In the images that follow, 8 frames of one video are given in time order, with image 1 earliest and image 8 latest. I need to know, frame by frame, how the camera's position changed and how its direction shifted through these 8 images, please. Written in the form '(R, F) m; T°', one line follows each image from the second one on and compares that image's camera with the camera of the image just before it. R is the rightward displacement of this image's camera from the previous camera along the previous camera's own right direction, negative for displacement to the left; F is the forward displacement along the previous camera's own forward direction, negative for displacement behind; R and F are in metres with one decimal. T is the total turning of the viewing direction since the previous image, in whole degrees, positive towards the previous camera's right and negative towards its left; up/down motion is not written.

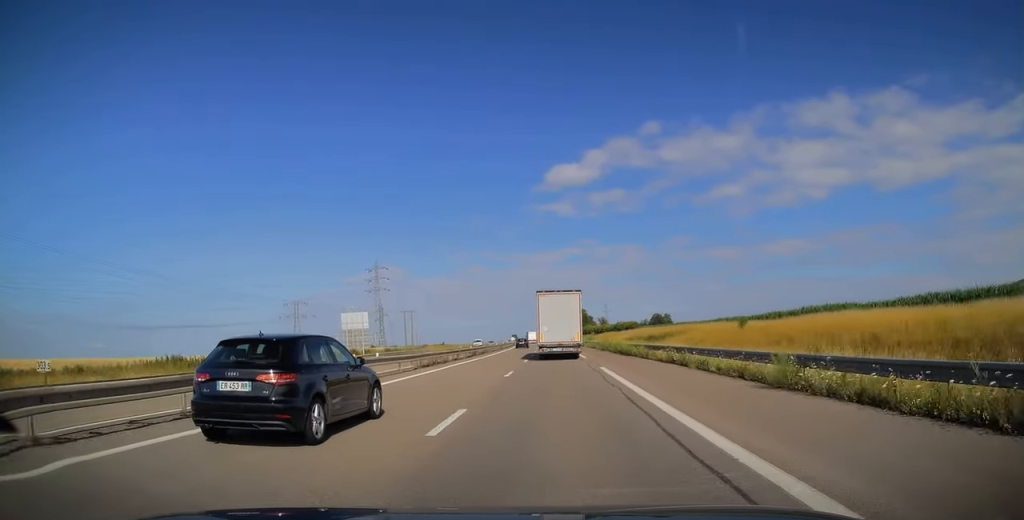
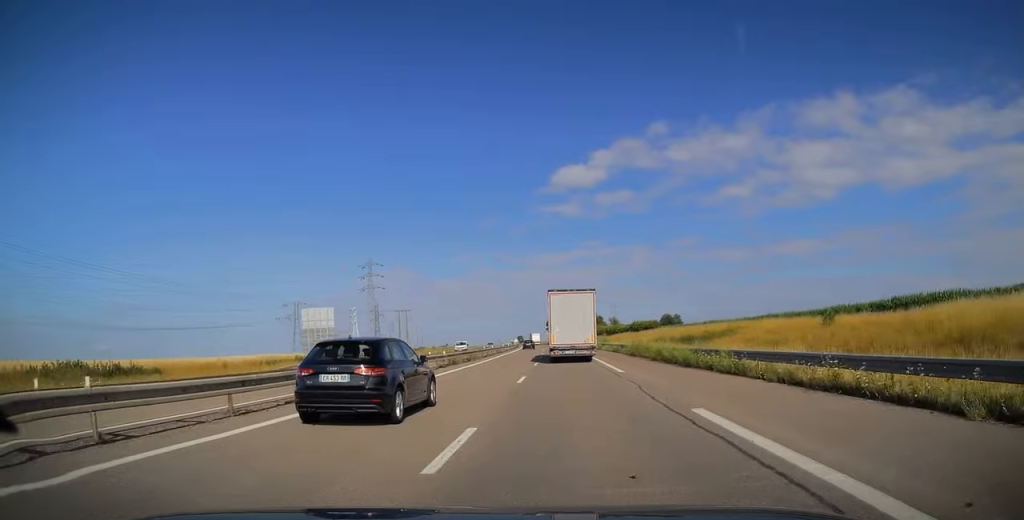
(+0.1, +15.1) m; -1°
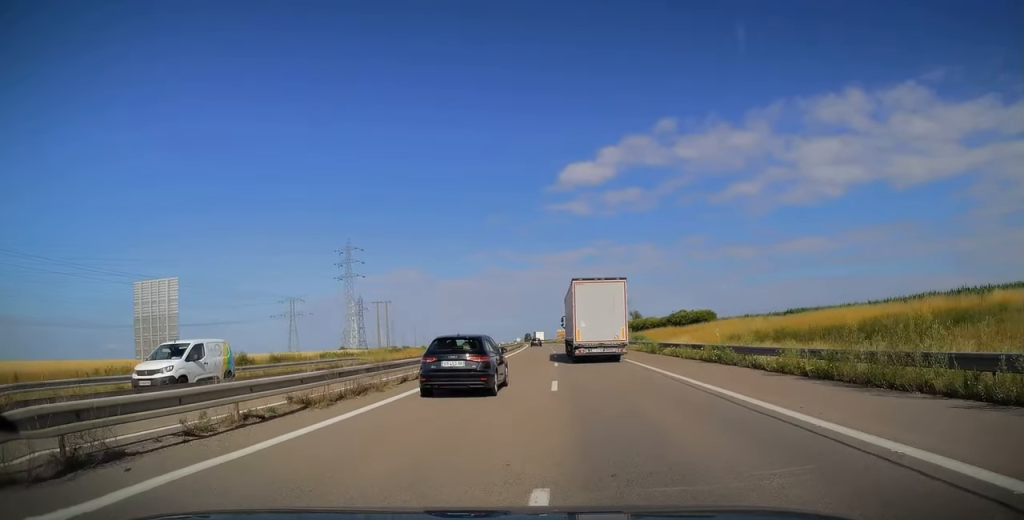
(-0.5, +29.7) m; -1°
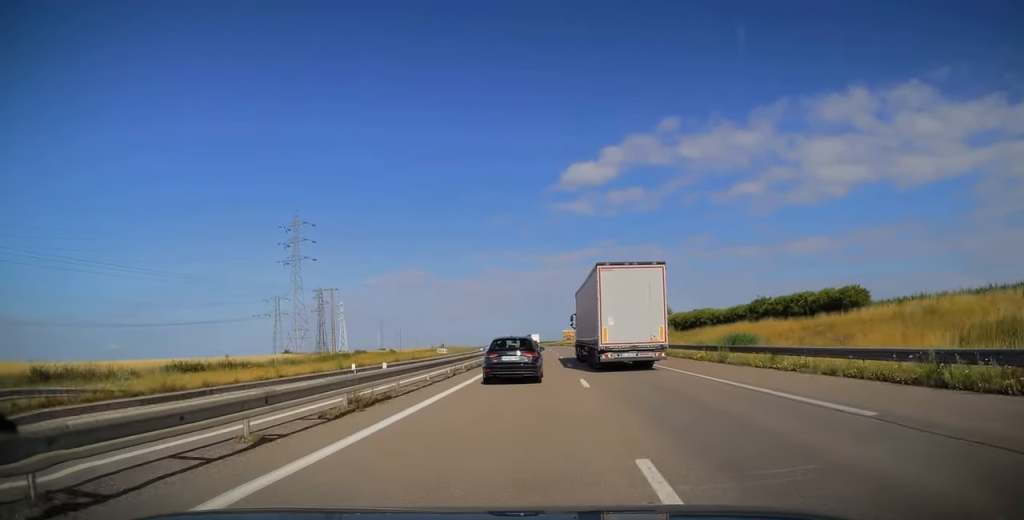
(-0.1, +37.5) m; 0°
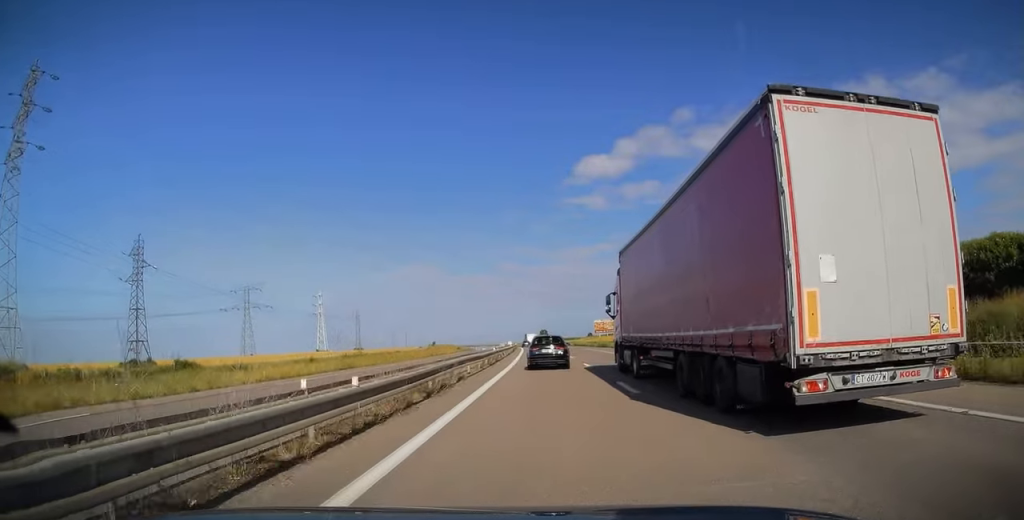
(-0.3, +80.2) m; -1°
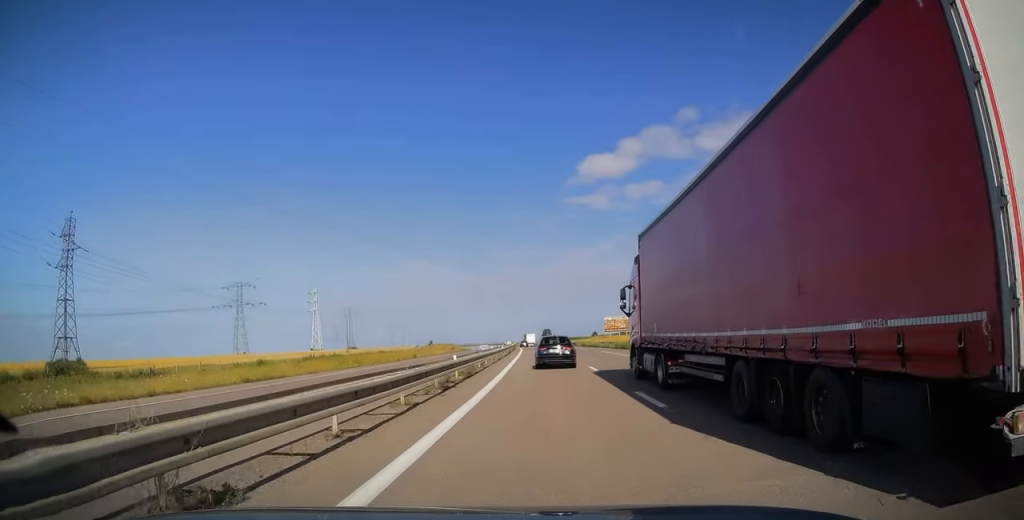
(-0.3, +15.6) m; 0°
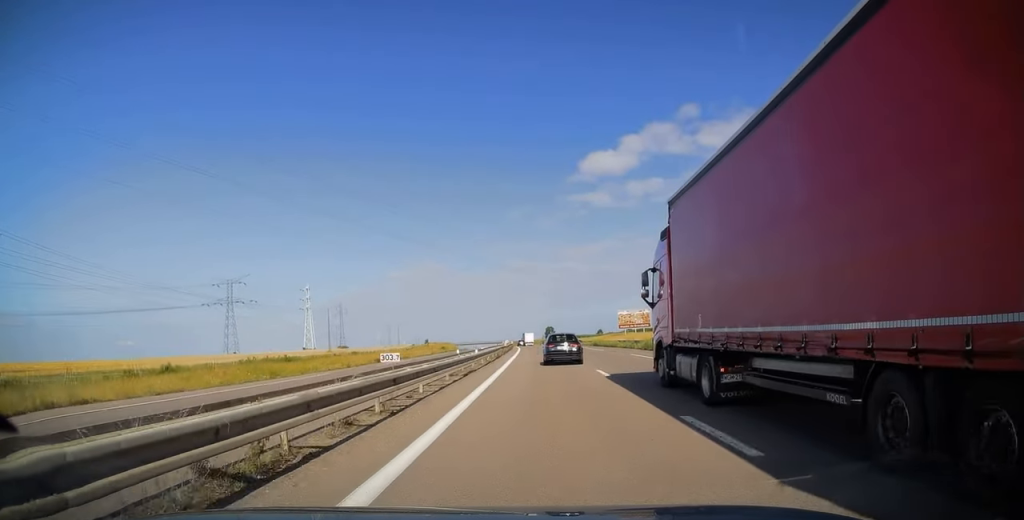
(-0.2, +17.6) m; 0°
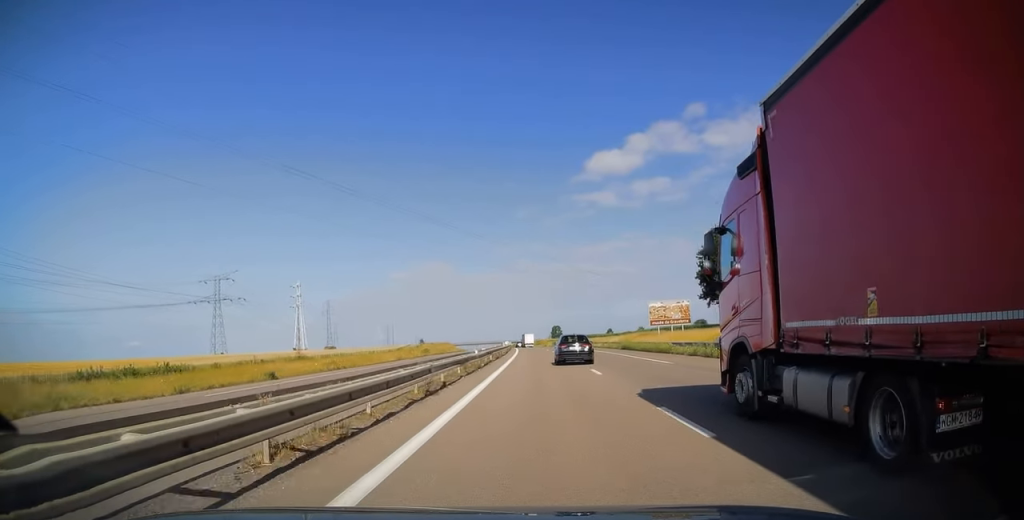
(+0.4, +24.4) m; -1°
